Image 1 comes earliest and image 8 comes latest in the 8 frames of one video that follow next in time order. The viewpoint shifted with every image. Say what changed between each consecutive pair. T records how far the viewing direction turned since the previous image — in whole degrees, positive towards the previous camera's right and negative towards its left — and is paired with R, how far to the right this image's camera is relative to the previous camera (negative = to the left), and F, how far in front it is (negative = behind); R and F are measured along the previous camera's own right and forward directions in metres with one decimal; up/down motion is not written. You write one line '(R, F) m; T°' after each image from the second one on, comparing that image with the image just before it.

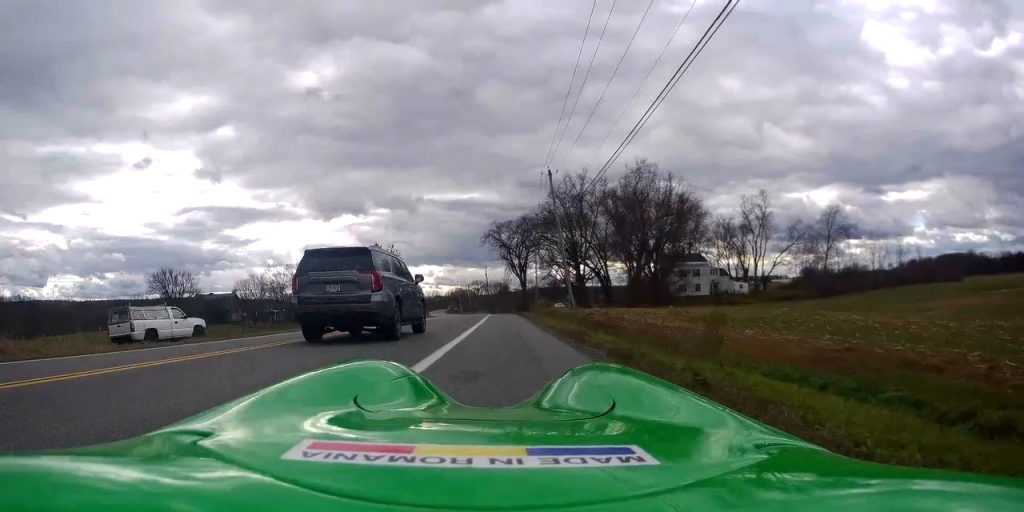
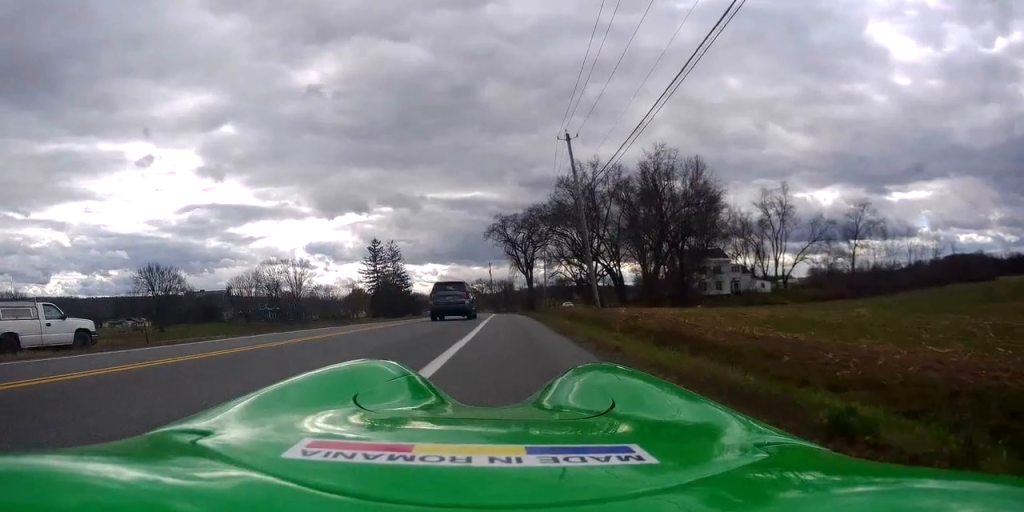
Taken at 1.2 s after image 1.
(-0.2, +9.0) m; -1°
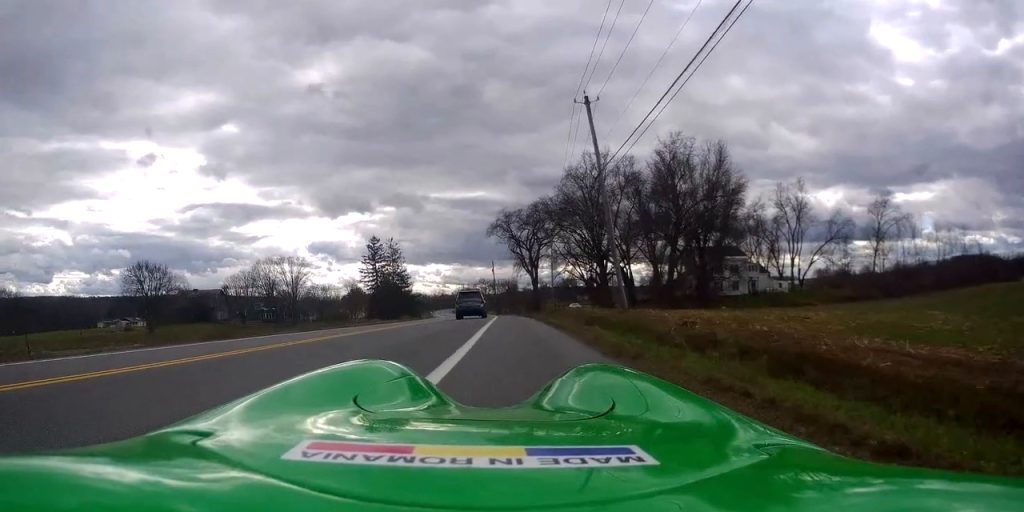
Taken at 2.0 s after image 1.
(+0.1, +6.5) m; 0°
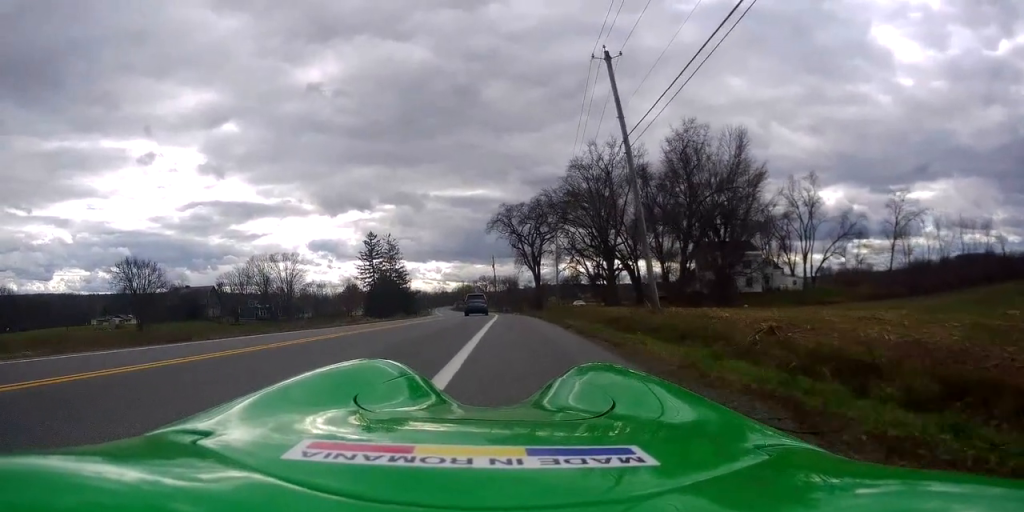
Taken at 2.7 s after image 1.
(0.0, +5.5) m; -1°
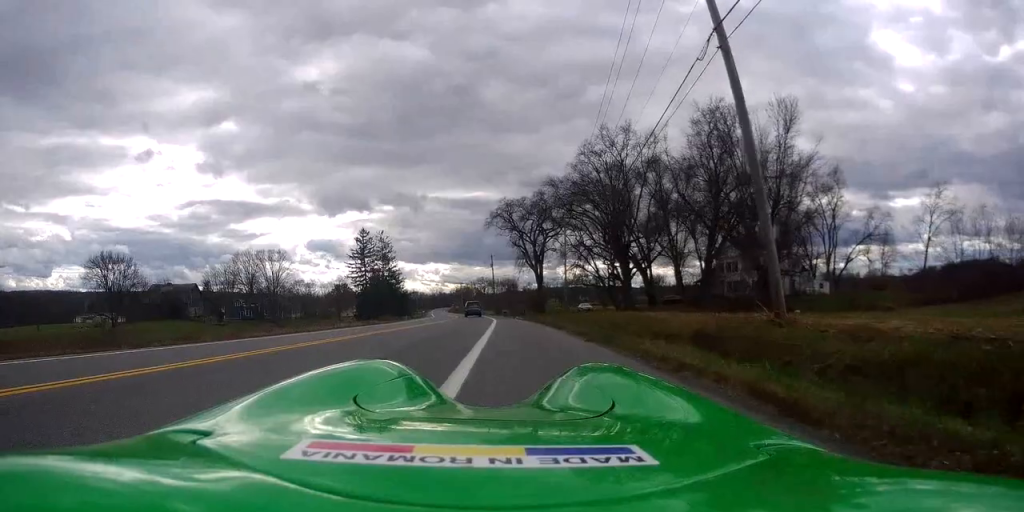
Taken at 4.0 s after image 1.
(-0.3, +10.1) m; 0°
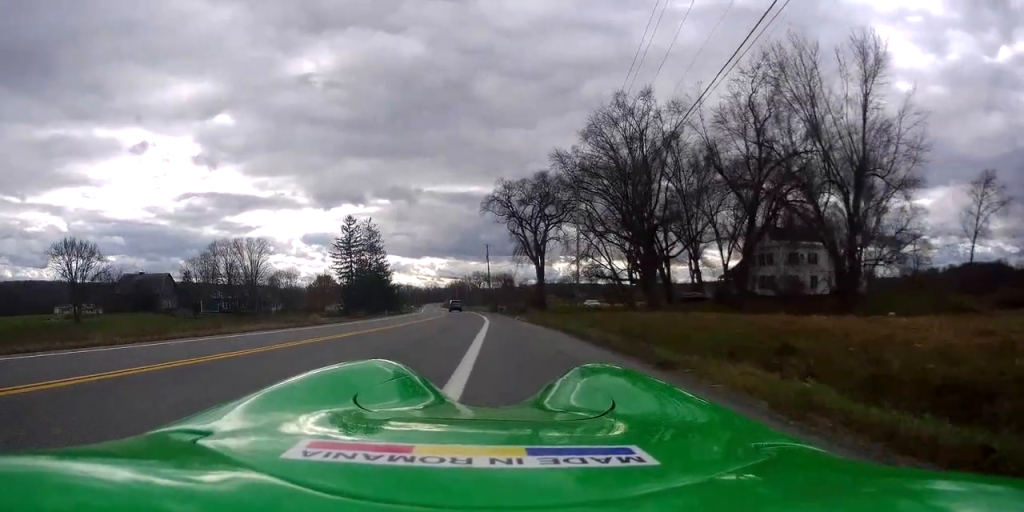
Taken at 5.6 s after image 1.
(+0.5, +12.4) m; +1°
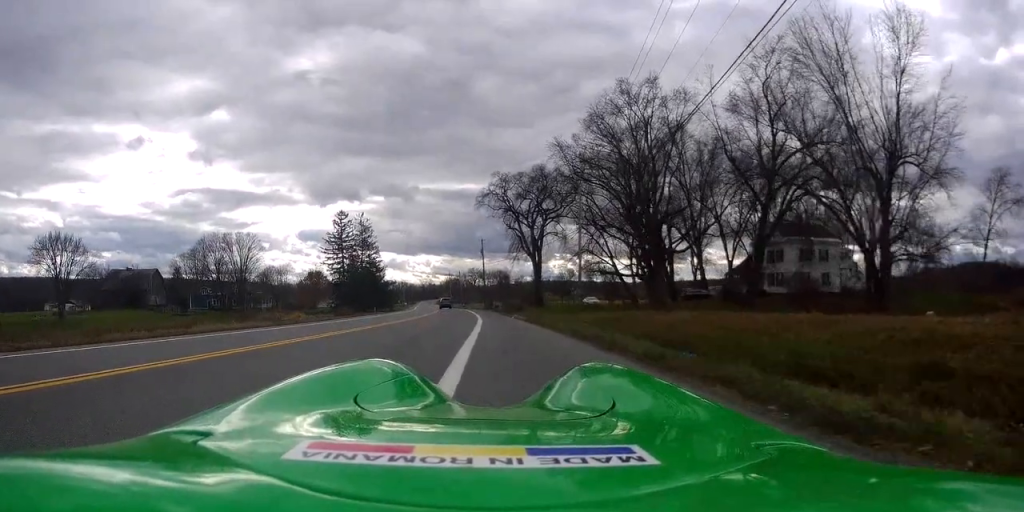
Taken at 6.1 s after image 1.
(-0.2, +4.0) m; -2°
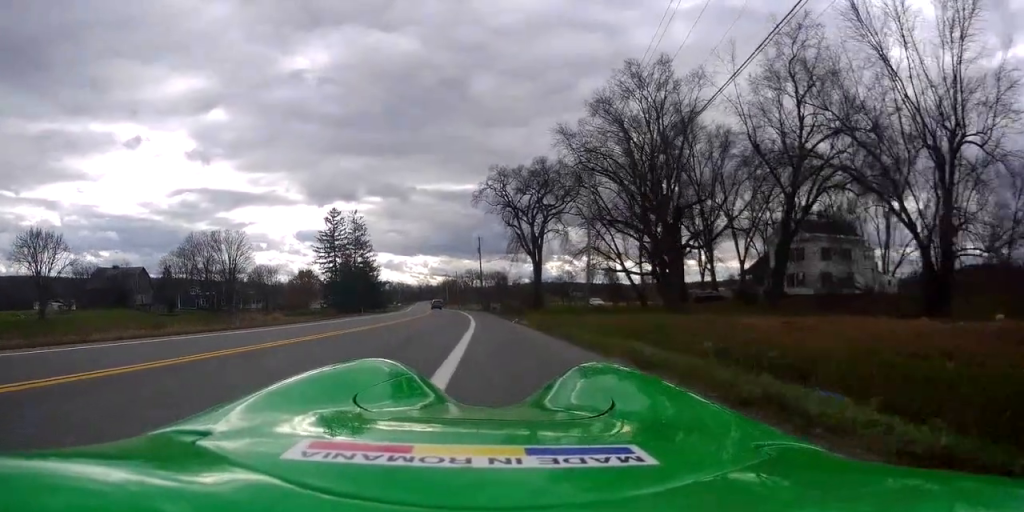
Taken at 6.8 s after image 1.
(-0.1, +5.7) m; 0°
